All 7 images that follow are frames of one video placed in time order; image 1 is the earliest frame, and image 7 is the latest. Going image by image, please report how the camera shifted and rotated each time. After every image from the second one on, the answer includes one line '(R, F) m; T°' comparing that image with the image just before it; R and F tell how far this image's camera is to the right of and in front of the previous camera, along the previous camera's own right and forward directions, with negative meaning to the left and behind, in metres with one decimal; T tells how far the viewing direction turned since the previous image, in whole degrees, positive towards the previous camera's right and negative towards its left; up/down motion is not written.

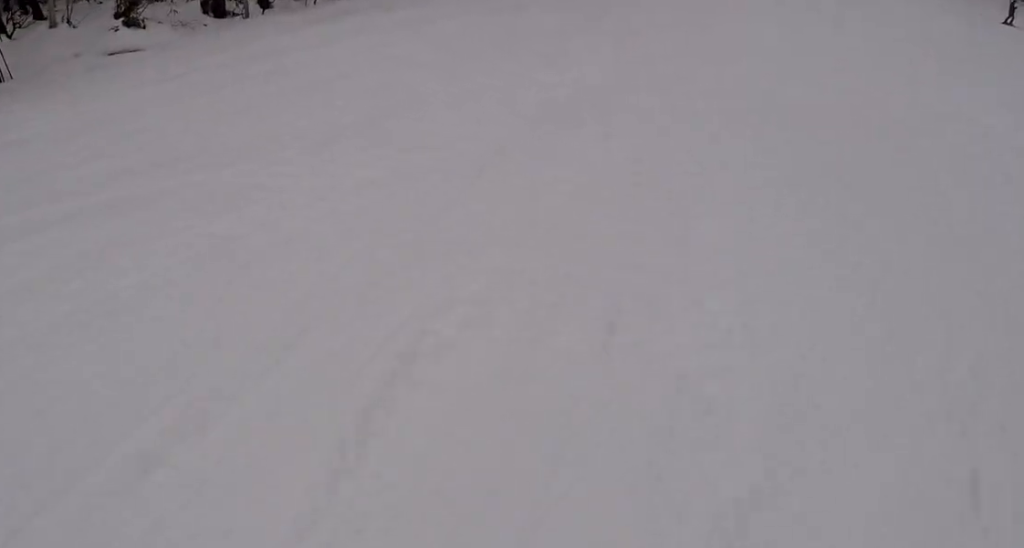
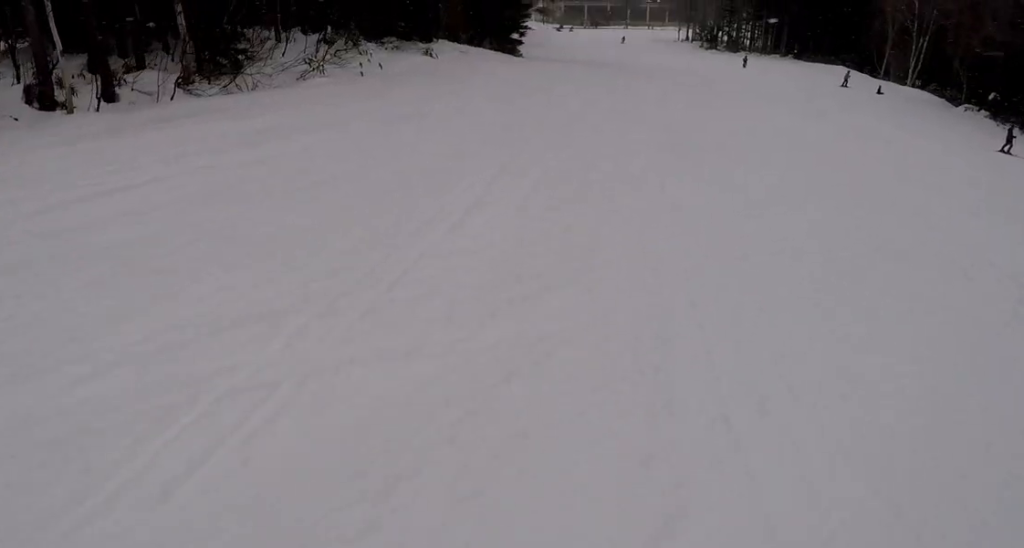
(+0.3, +7.0) m; +1°
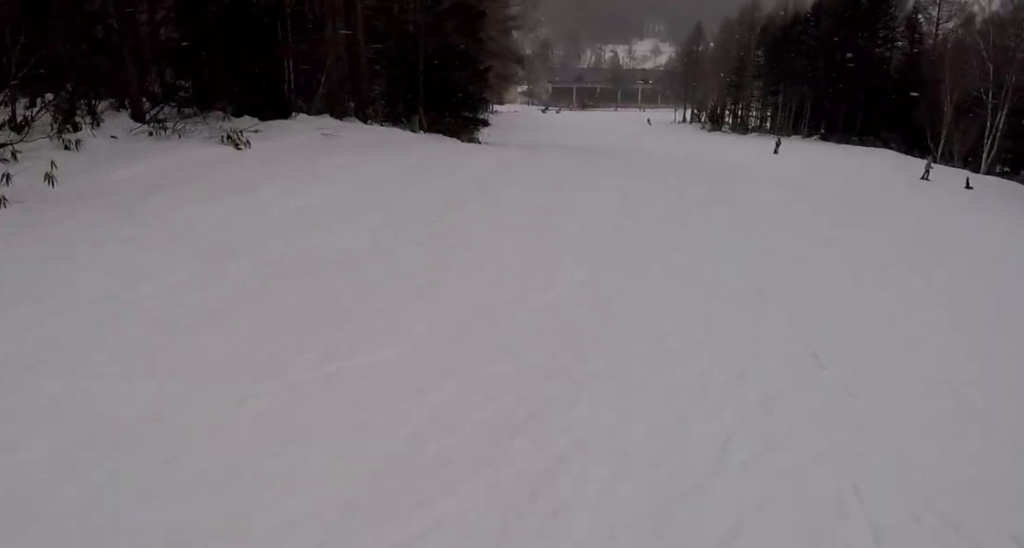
(-0.6, +17.6) m; -2°
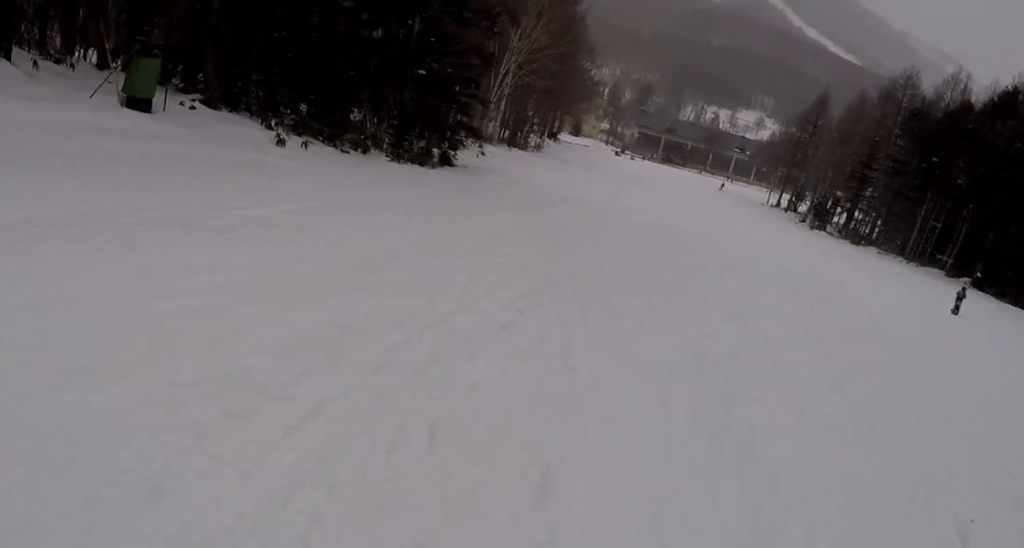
(+1.1, +22.2) m; +2°
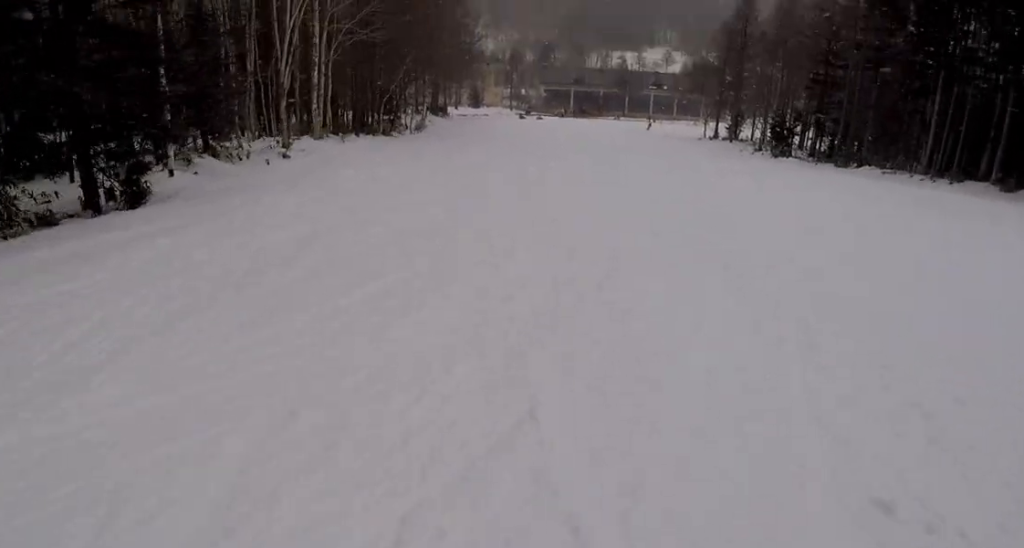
(-1.6, +19.0) m; -7°
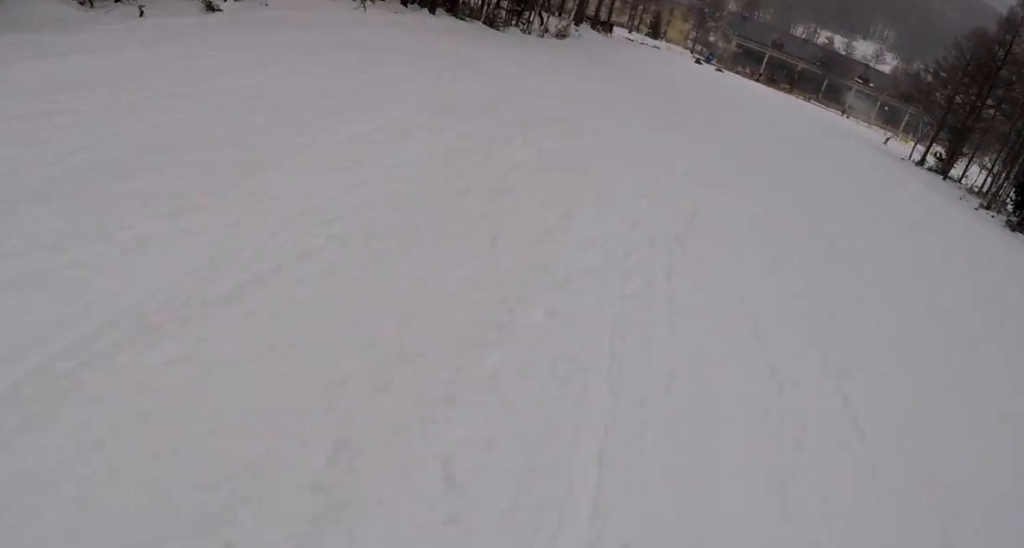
(-0.8, +16.0) m; 0°
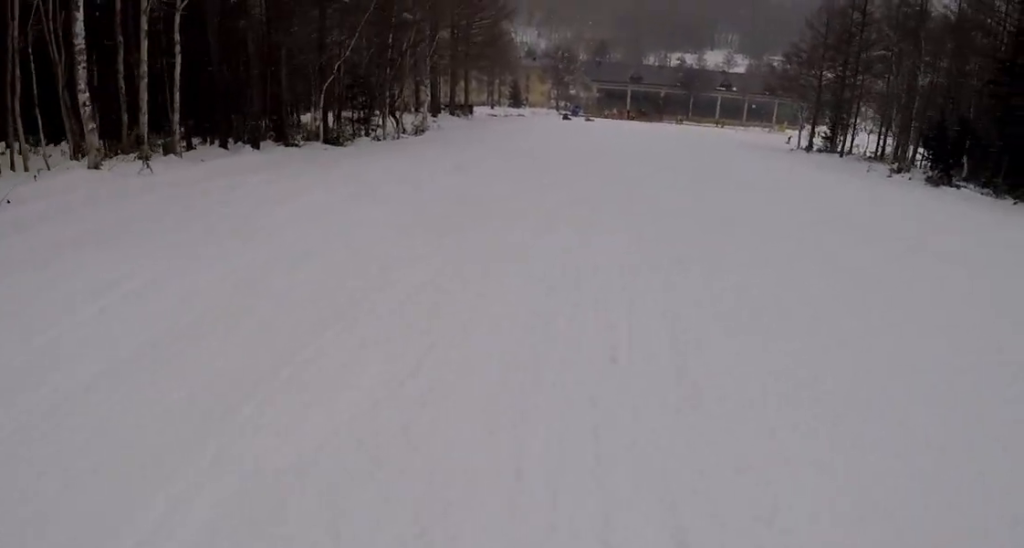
(-0.6, +5.7) m; +2°
